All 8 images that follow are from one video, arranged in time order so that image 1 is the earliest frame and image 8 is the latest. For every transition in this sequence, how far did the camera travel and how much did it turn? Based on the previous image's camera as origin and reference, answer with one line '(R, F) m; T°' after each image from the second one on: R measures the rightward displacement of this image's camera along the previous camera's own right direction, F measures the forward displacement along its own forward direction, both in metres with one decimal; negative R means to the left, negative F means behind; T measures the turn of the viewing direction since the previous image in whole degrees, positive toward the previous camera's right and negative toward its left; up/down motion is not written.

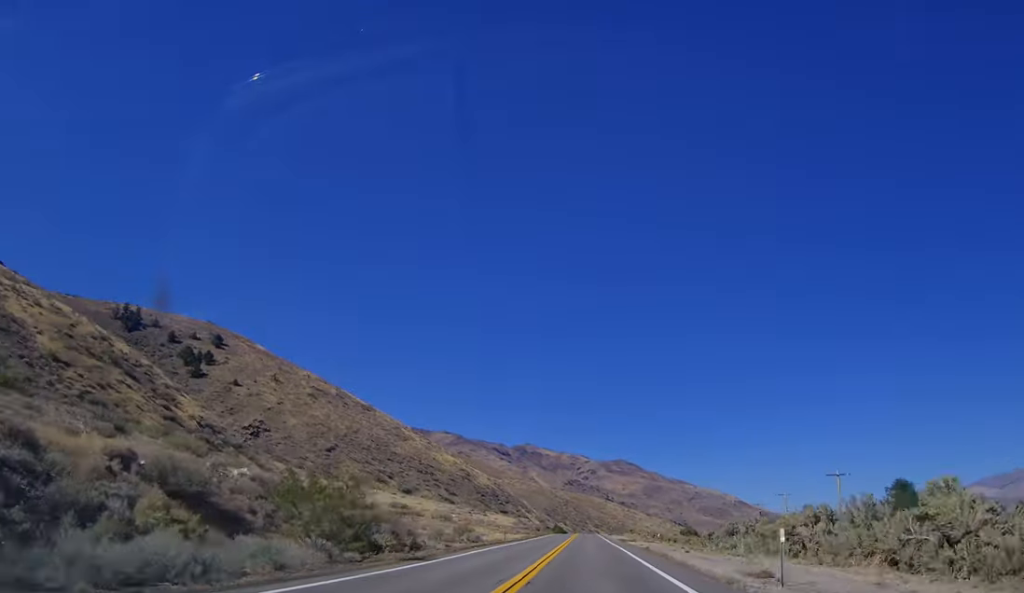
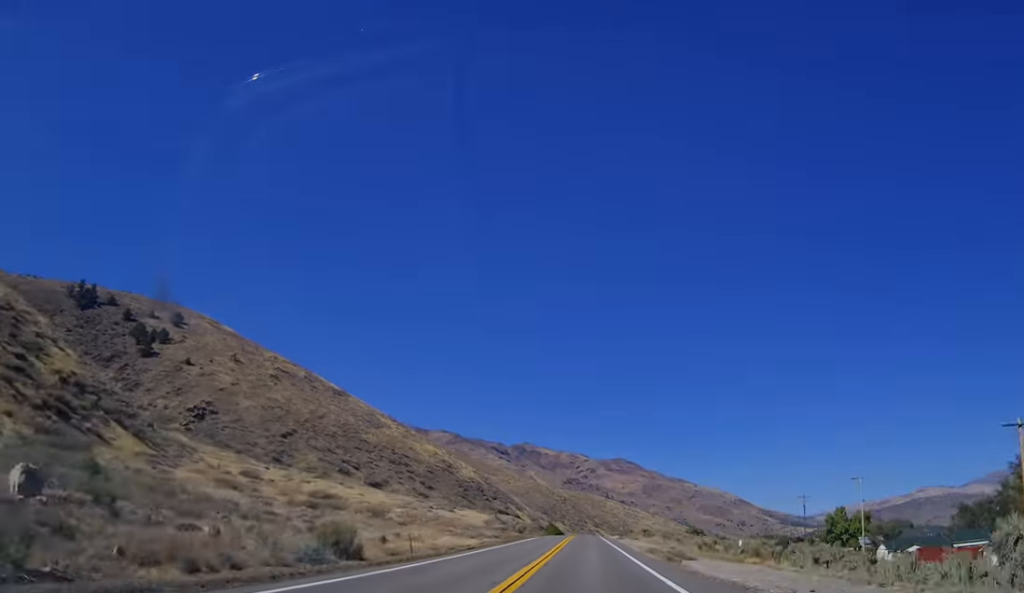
(+1.1, +36.4) m; +3°
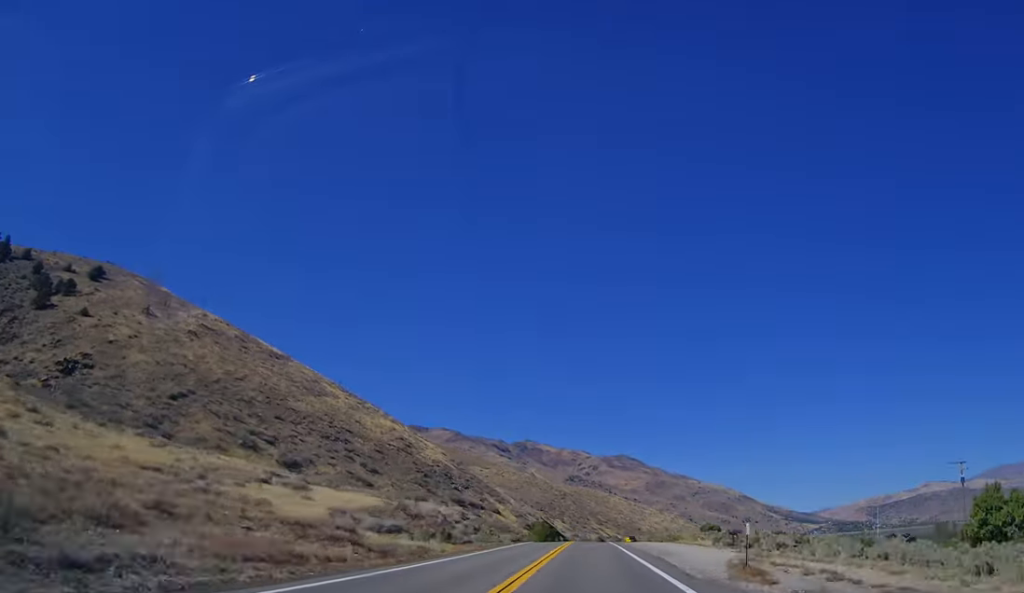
(+2.4, +61.4) m; +2°
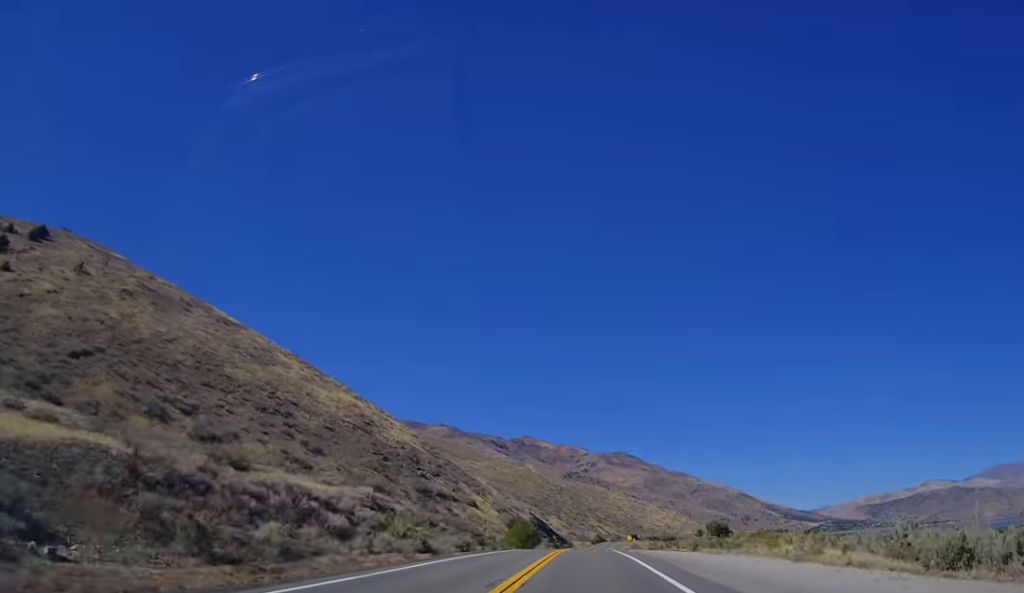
(-0.2, +34.8) m; 0°
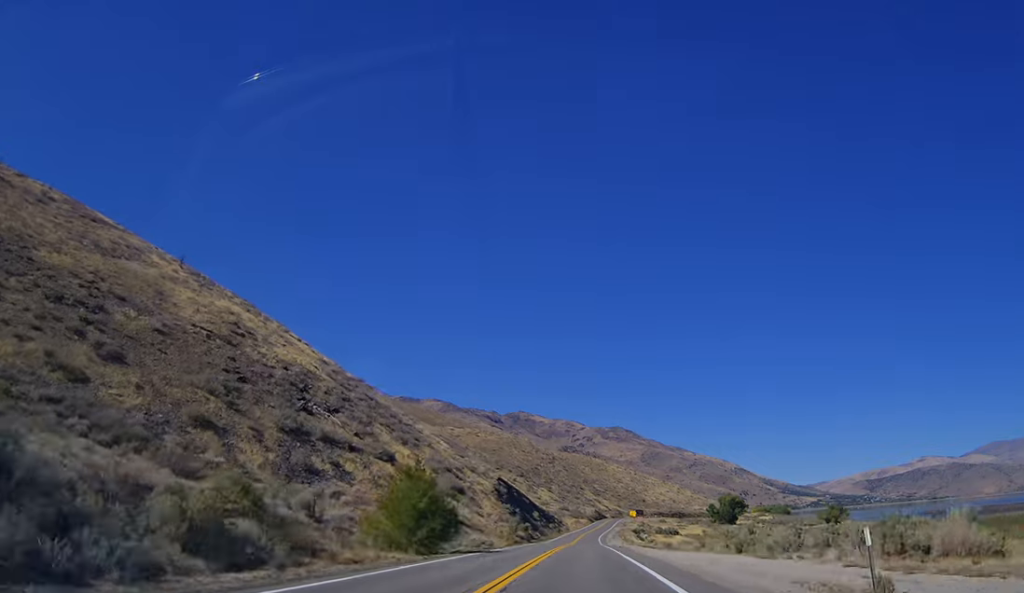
(-0.2, +60.8) m; 0°
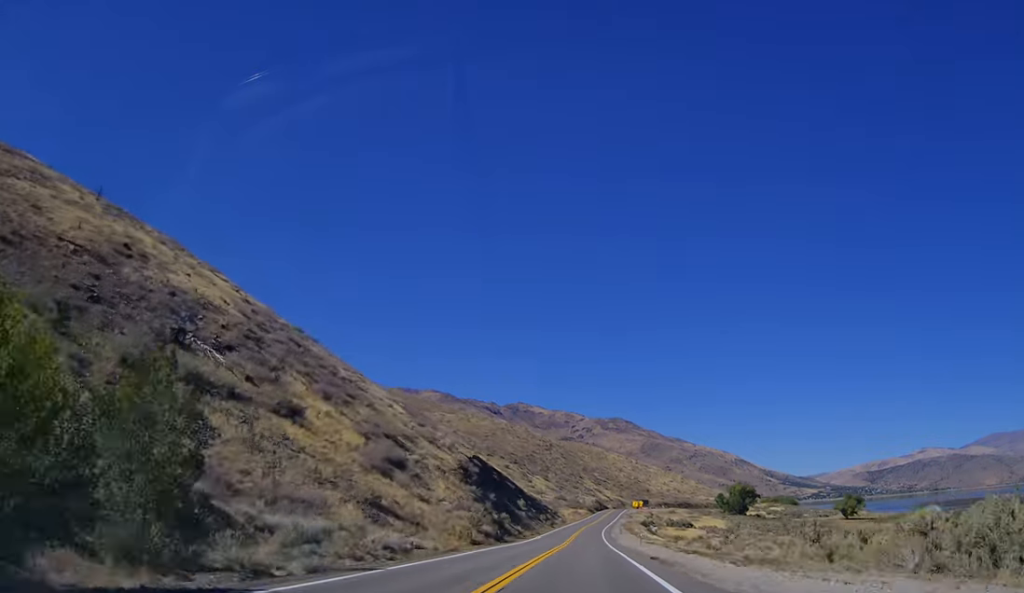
(+0.2, +29.5) m; 0°
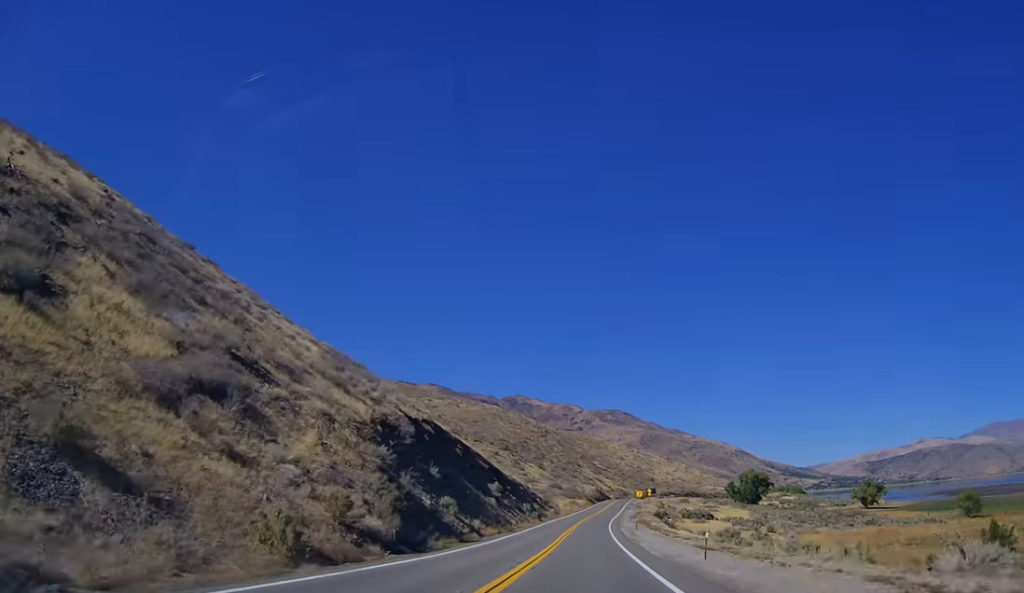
(-0.1, +31.0) m; +1°
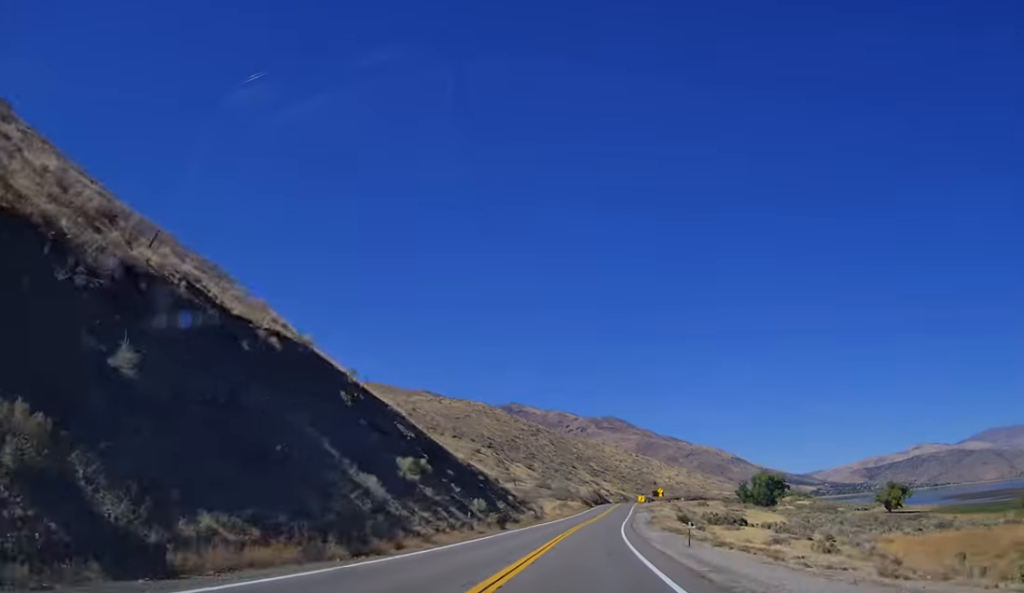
(+0.4, +35.9) m; 0°
